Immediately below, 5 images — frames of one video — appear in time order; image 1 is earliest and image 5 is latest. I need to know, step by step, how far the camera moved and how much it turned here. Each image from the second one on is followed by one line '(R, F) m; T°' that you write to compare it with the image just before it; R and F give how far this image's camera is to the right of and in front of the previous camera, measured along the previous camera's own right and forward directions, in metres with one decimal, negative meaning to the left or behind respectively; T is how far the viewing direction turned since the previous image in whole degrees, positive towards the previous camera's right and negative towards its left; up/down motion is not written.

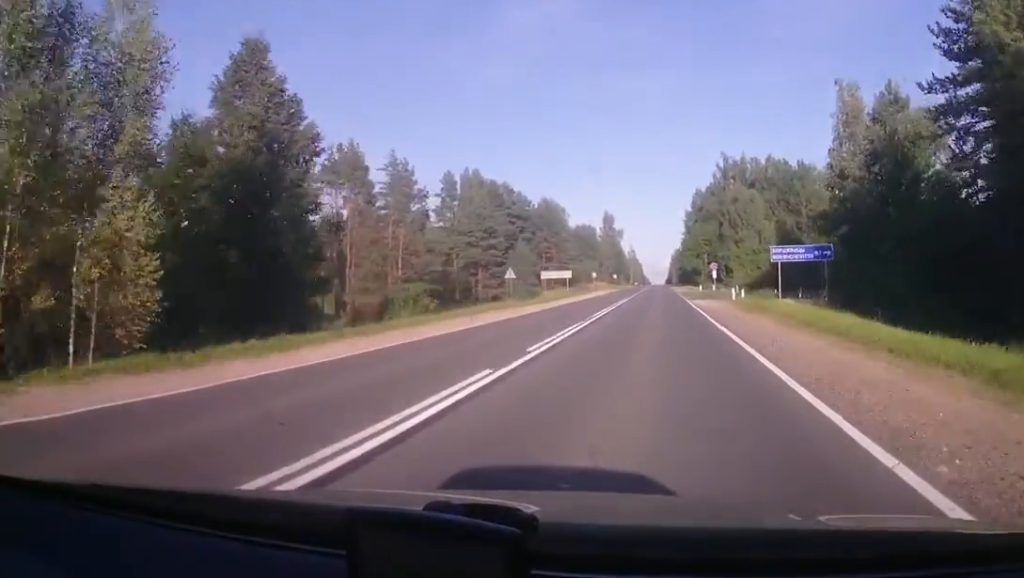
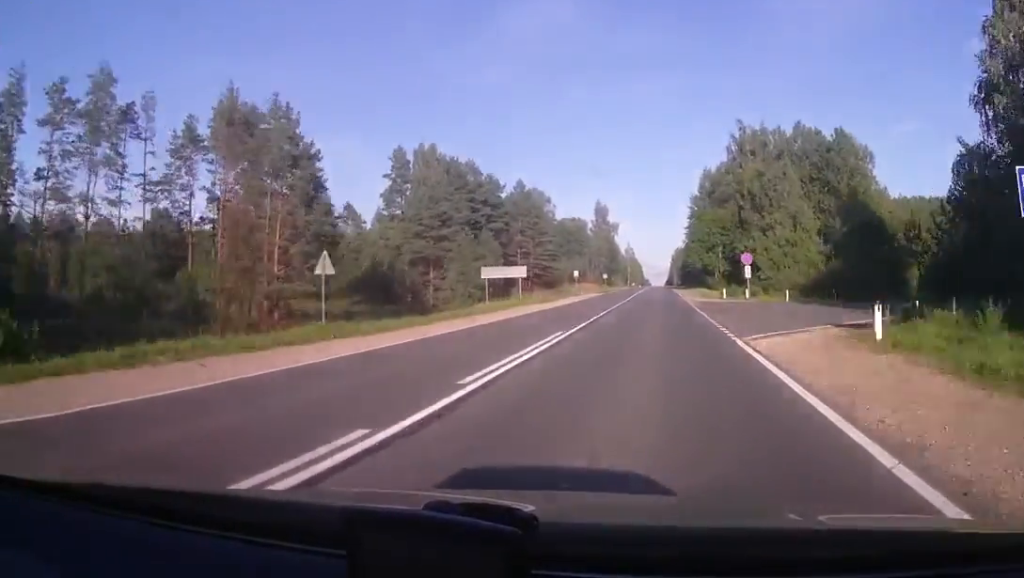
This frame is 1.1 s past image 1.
(0.0, +28.8) m; 0°
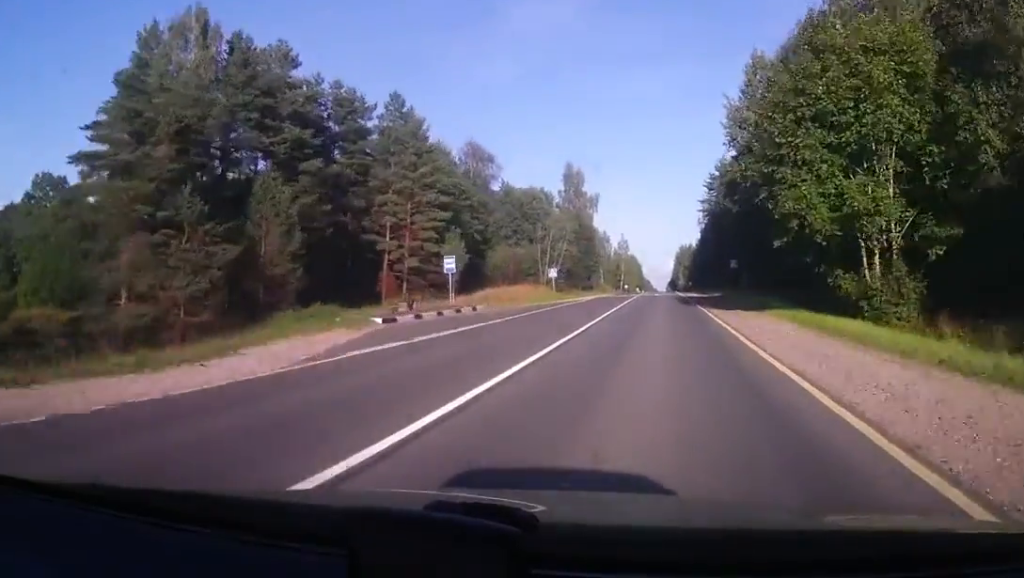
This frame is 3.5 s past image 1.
(0.0, +65.2) m; 0°
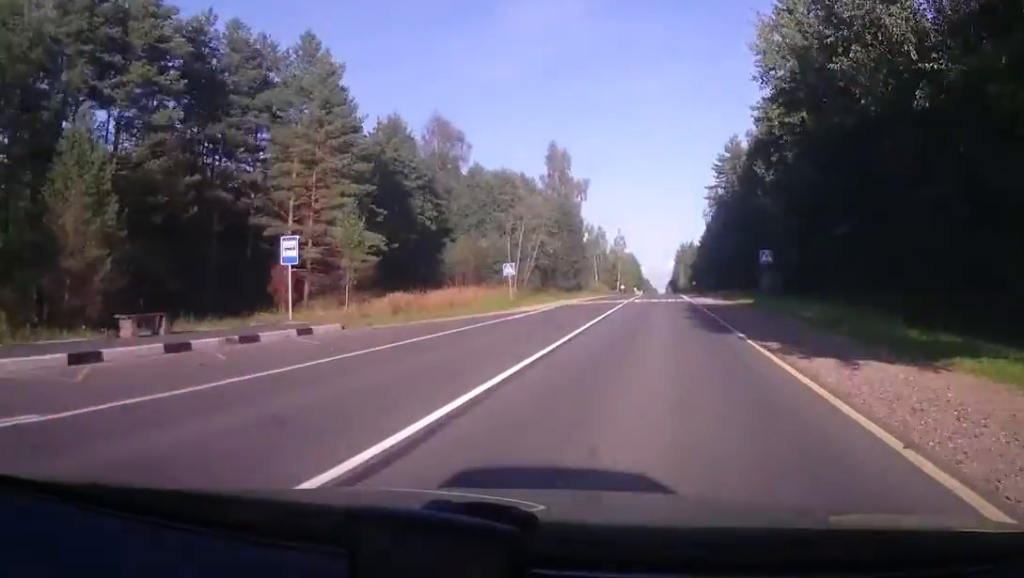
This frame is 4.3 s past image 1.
(0.0, +19.0) m; 0°
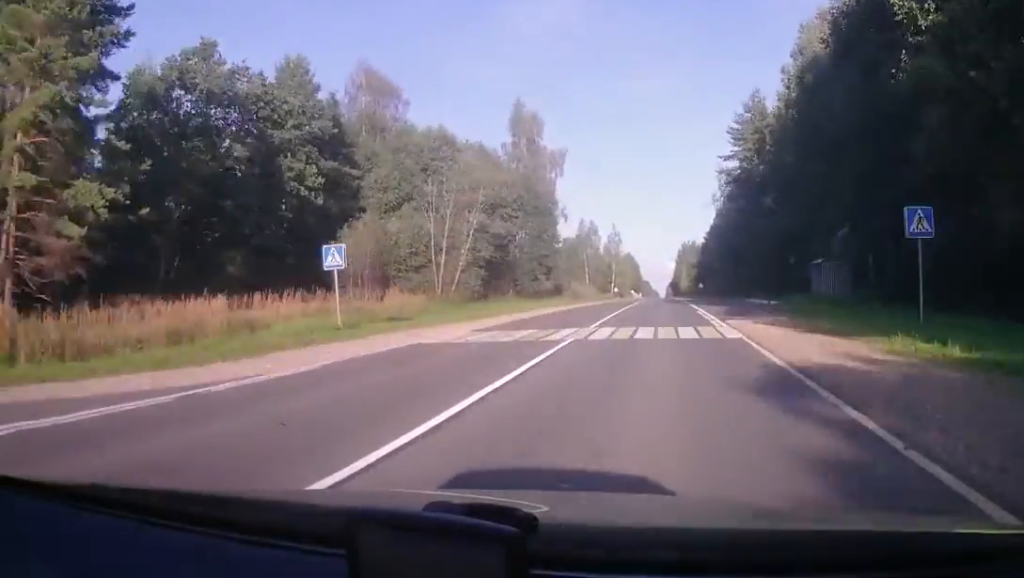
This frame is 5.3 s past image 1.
(0.0, +25.8) m; 0°
